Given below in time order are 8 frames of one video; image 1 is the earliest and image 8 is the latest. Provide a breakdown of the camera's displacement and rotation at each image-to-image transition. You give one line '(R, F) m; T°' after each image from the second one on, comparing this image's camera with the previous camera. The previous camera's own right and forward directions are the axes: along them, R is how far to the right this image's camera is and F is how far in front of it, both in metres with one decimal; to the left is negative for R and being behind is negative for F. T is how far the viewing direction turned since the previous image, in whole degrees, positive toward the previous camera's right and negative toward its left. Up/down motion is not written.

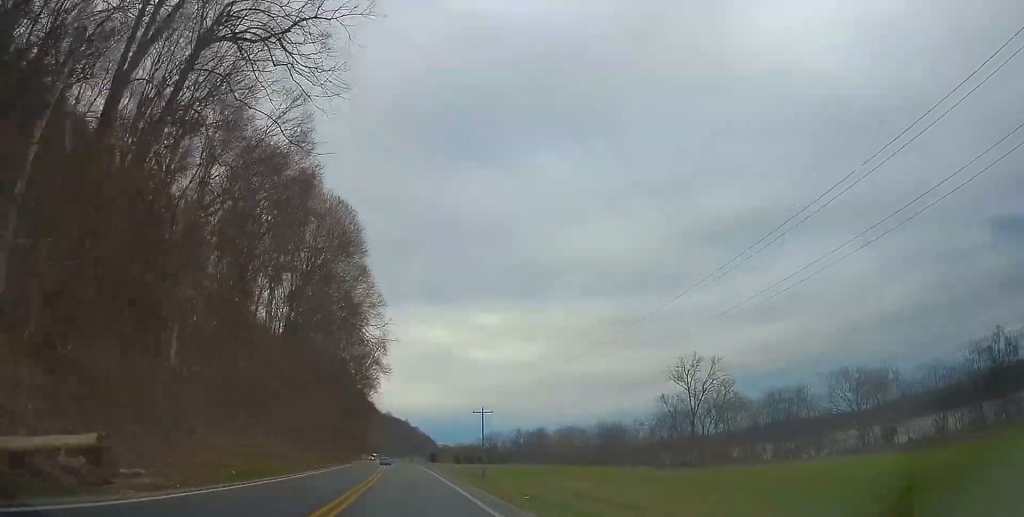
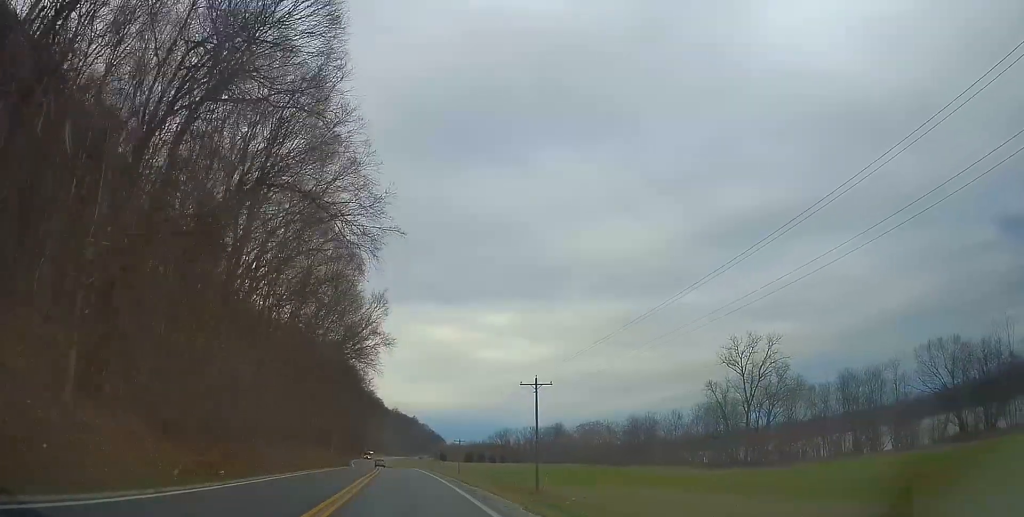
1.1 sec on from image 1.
(+0.4, +27.1) m; 0°
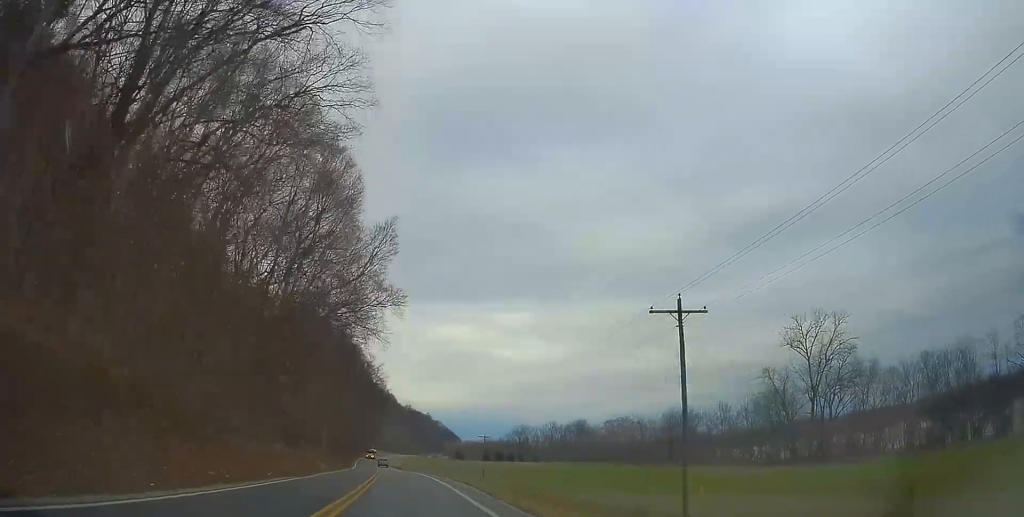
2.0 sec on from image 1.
(-0.3, +22.7) m; -2°
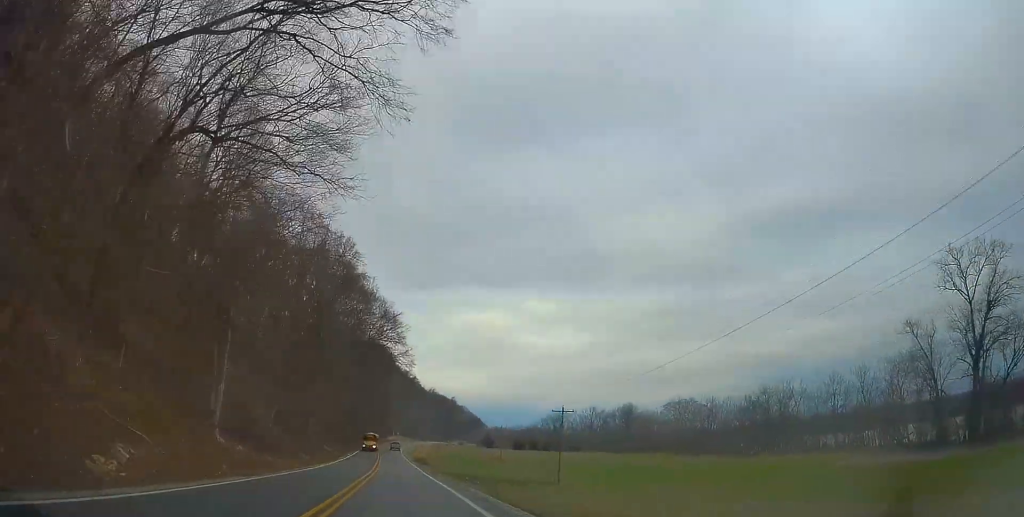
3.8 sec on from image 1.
(+0.6, +43.5) m; -1°
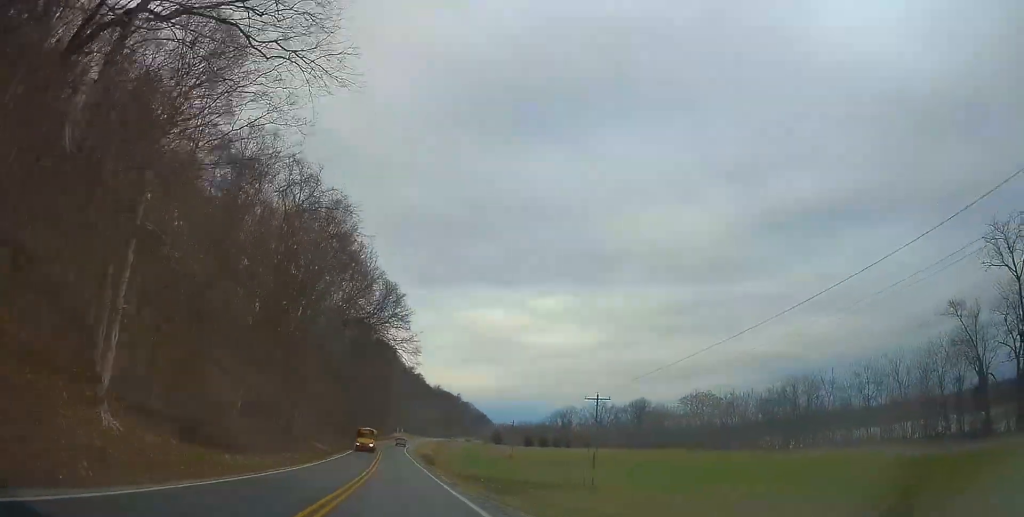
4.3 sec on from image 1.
(-0.2, +11.1) m; -1°
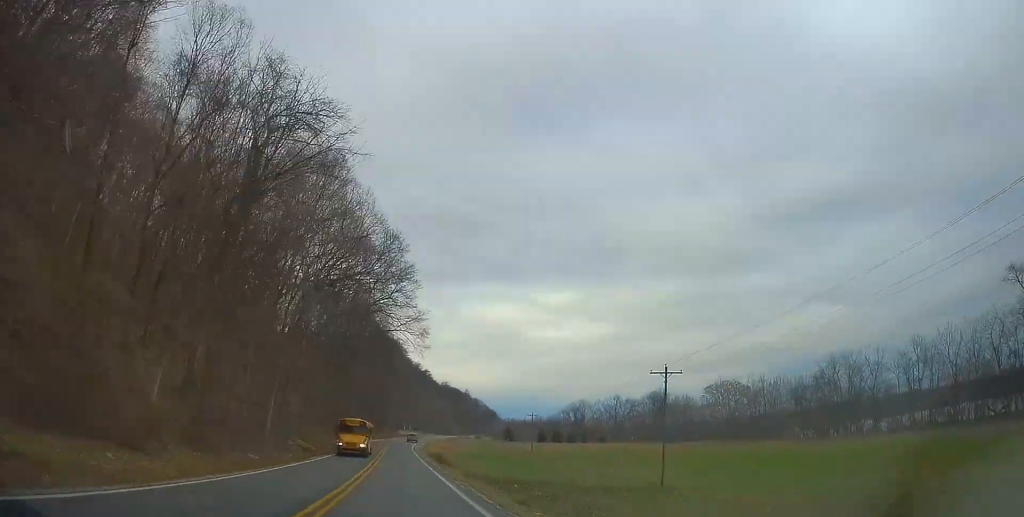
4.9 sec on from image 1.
(-0.9, +14.1) m; -1°
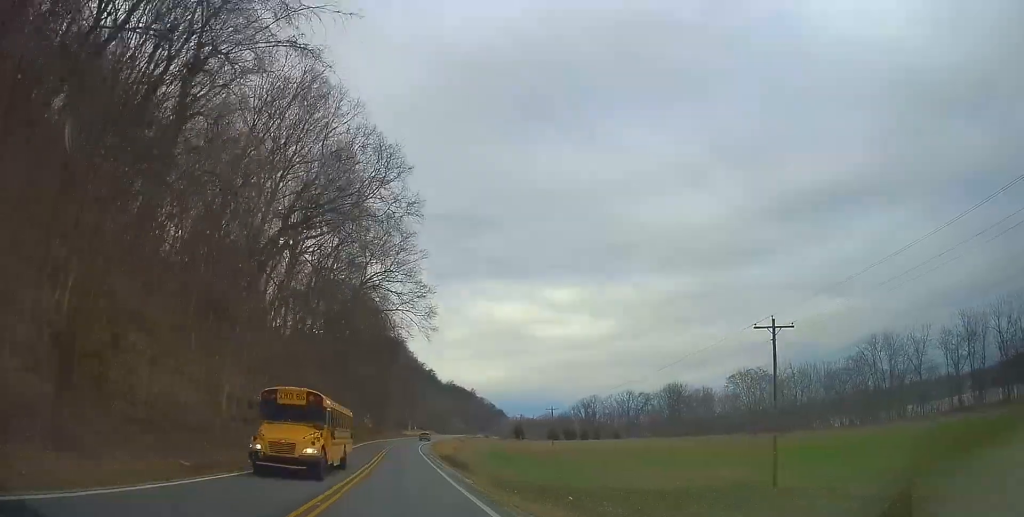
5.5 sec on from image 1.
(+0.2, +13.1) m; -1°
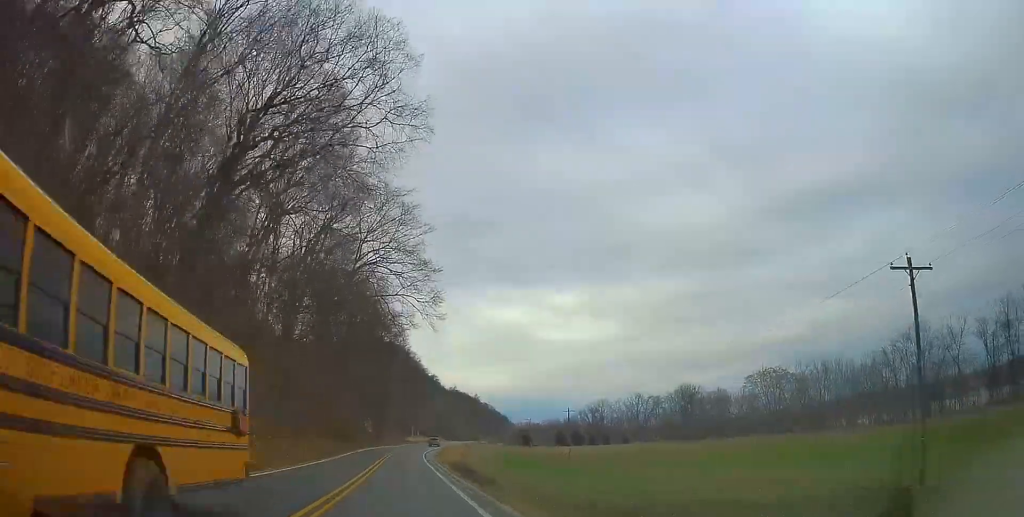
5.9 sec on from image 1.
(+0.5, +10.0) m; -1°
